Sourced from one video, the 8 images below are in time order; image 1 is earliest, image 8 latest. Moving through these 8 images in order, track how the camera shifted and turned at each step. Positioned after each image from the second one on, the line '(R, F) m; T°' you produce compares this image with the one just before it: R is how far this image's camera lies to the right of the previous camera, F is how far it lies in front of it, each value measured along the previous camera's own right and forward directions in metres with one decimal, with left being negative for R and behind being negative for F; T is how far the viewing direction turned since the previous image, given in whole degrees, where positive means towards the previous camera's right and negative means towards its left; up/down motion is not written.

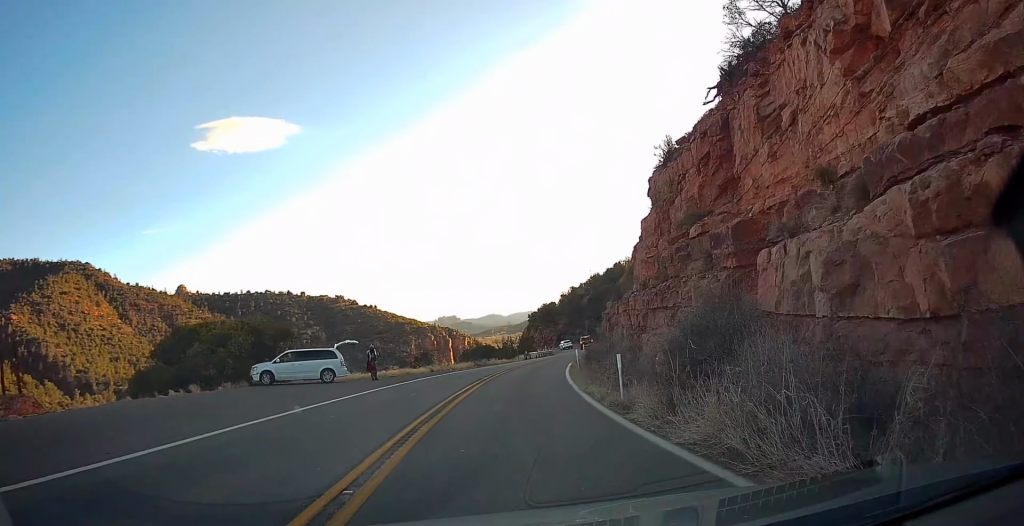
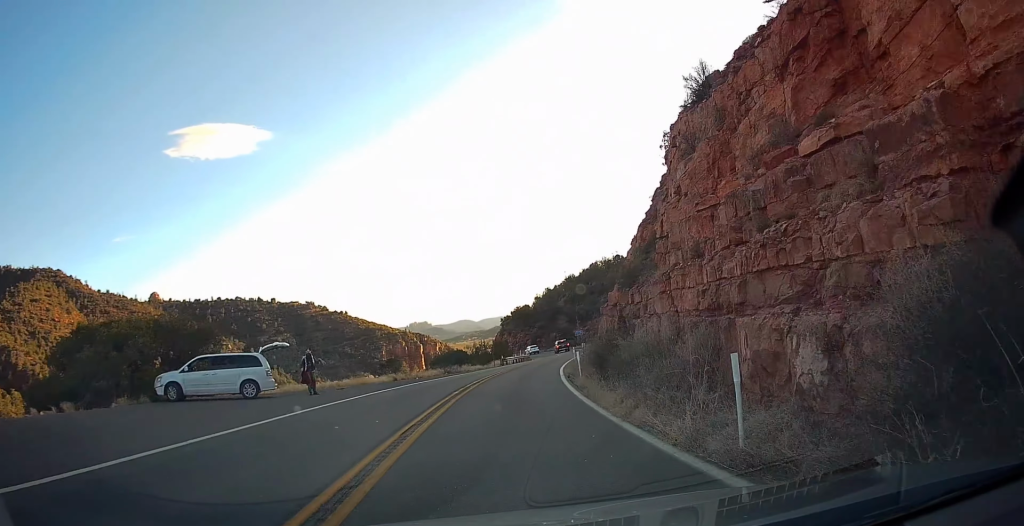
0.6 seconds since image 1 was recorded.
(0.0, +8.1) m; +3°
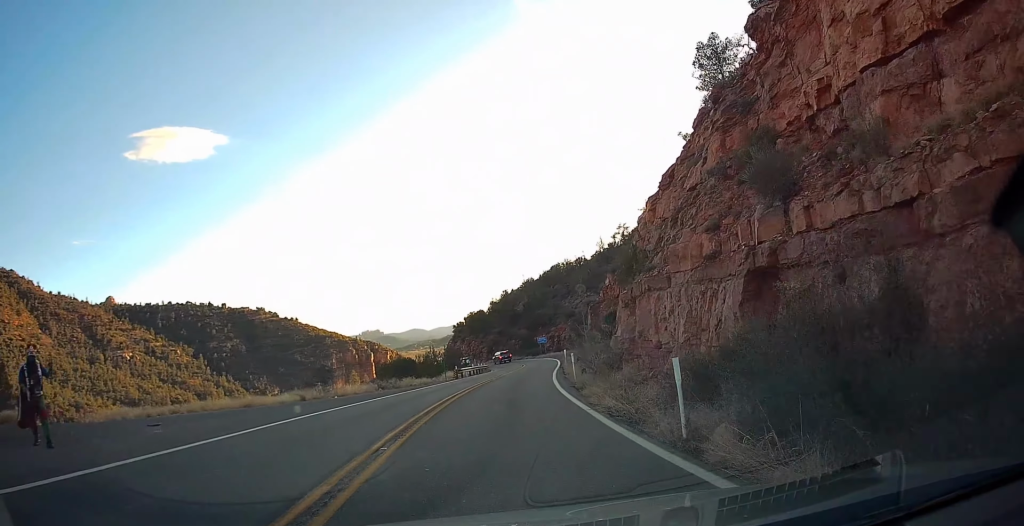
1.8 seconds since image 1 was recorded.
(+1.0, +16.3) m; +5°
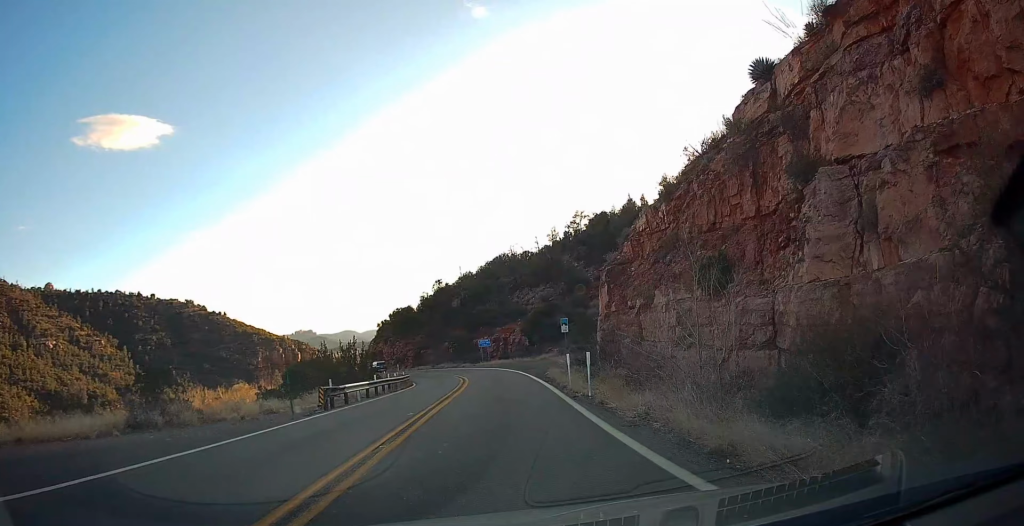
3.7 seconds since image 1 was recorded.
(+0.9, +22.5) m; +6°
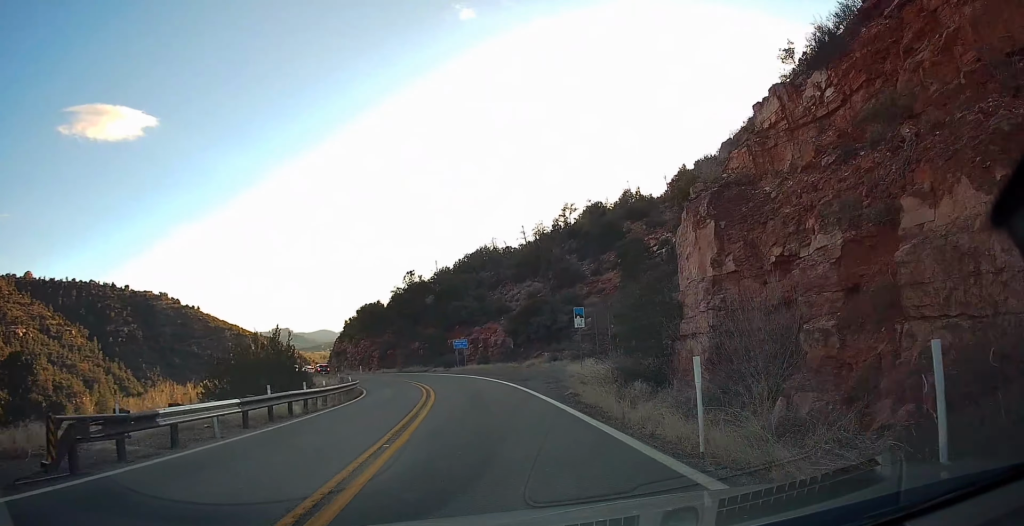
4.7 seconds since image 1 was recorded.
(+0.5, +11.8) m; +3°
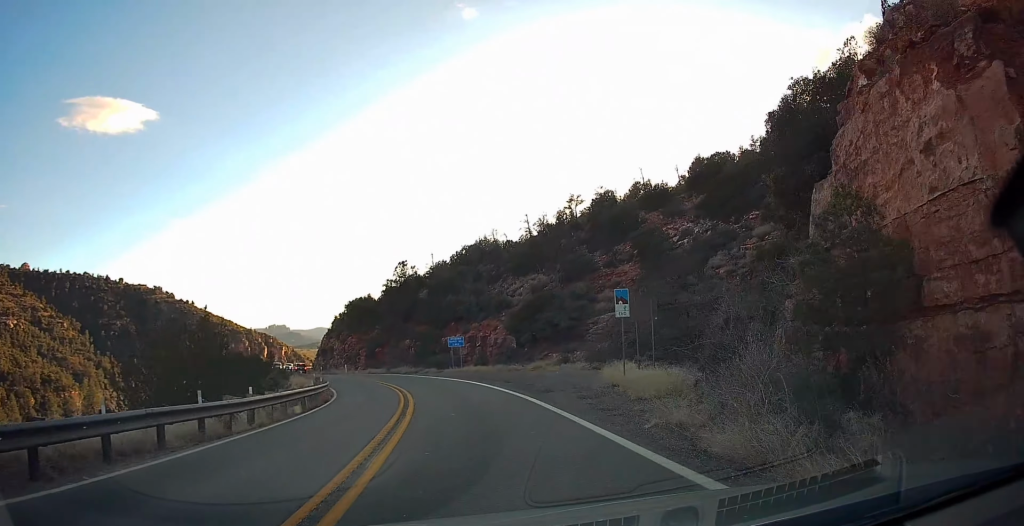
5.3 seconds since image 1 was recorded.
(+0.1, +7.7) m; +1°
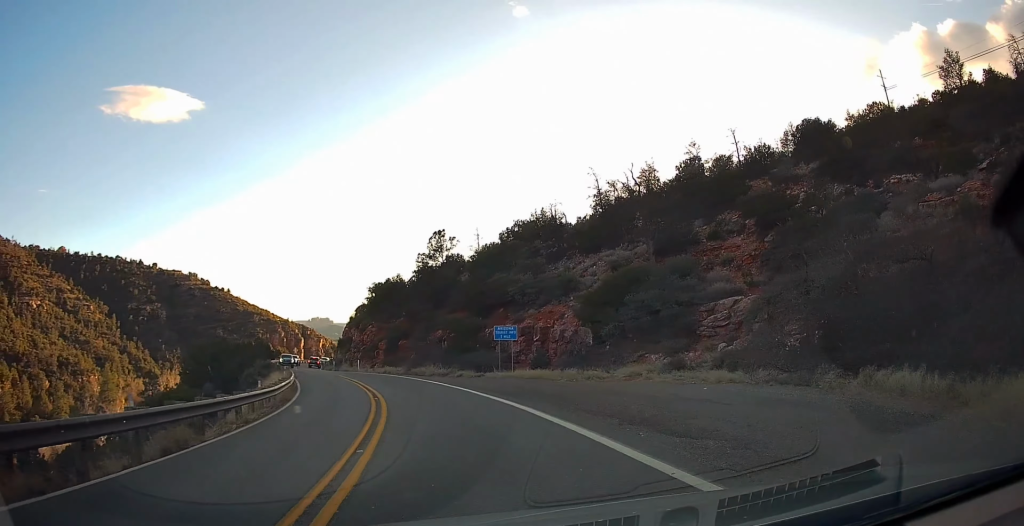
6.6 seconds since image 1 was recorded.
(+0.5, +18.2) m; 0°
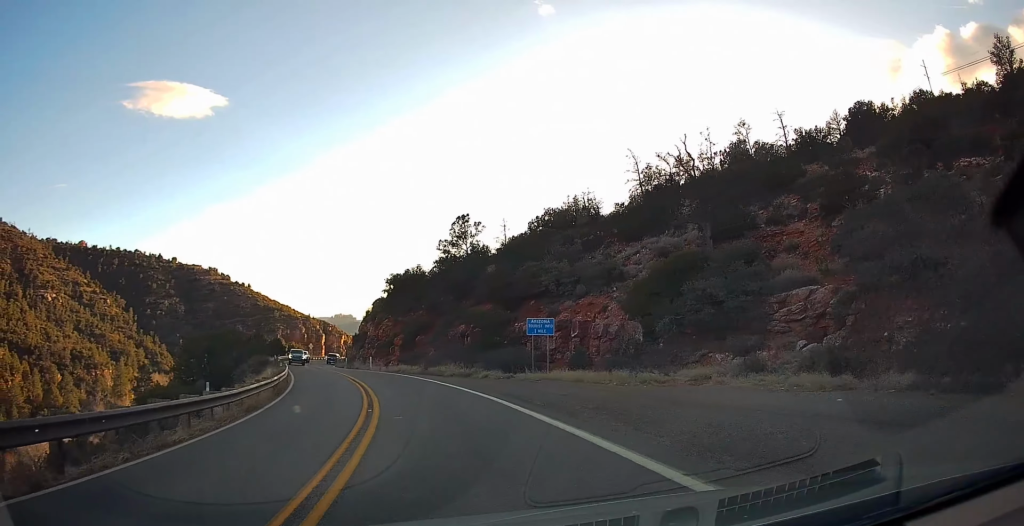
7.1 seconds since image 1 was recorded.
(0.0, +6.9) m; -2°
